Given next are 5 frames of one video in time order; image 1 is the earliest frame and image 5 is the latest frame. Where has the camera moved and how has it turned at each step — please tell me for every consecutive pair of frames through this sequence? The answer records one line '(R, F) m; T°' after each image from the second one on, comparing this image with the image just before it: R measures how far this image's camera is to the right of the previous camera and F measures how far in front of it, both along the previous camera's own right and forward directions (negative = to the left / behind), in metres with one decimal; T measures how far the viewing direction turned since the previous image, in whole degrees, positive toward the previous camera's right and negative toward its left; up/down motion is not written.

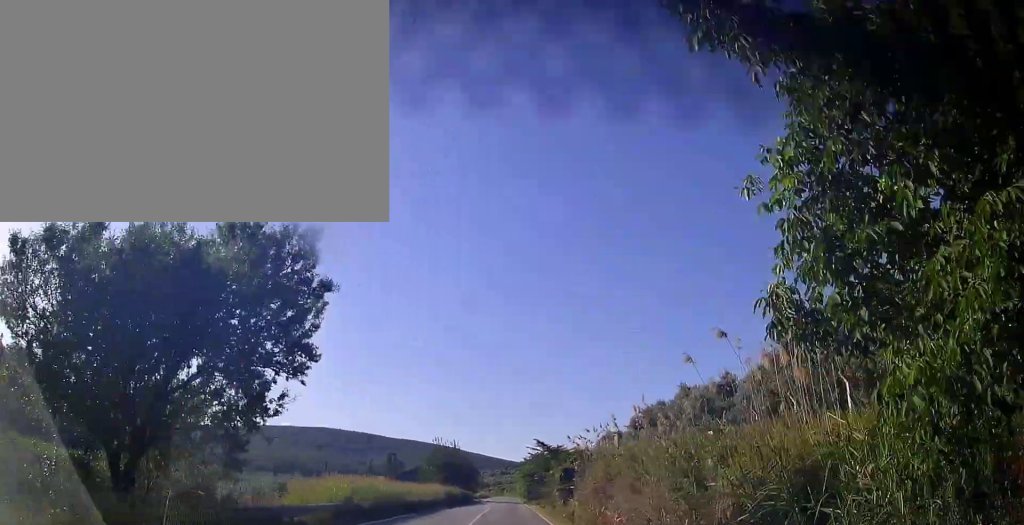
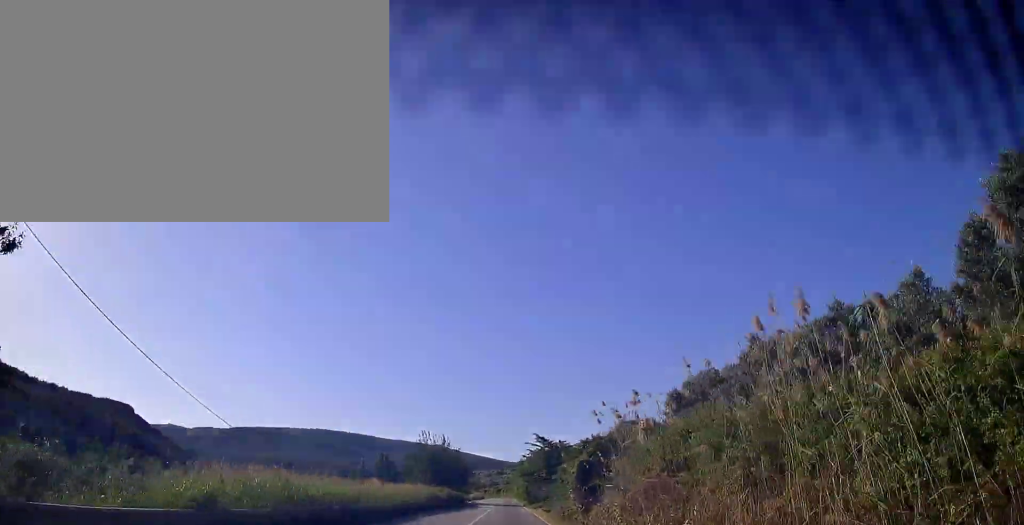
(+0.1, +10.4) m; +1°
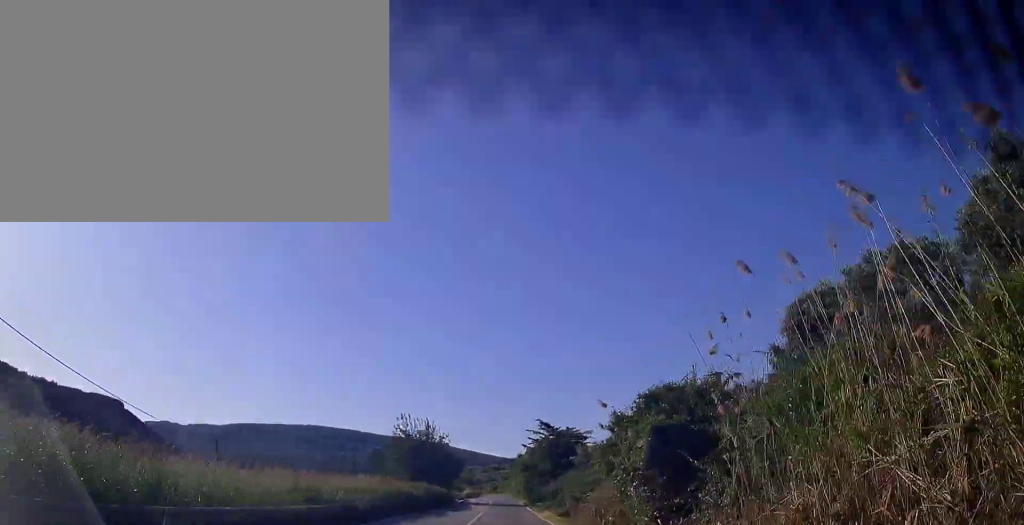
(+0.1, +14.3) m; 0°
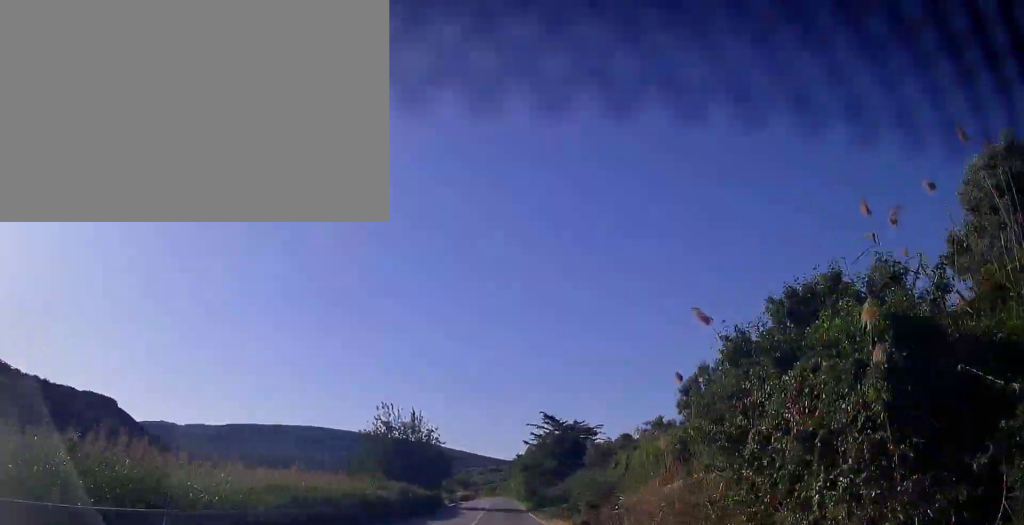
(0.0, +9.4) m; 0°
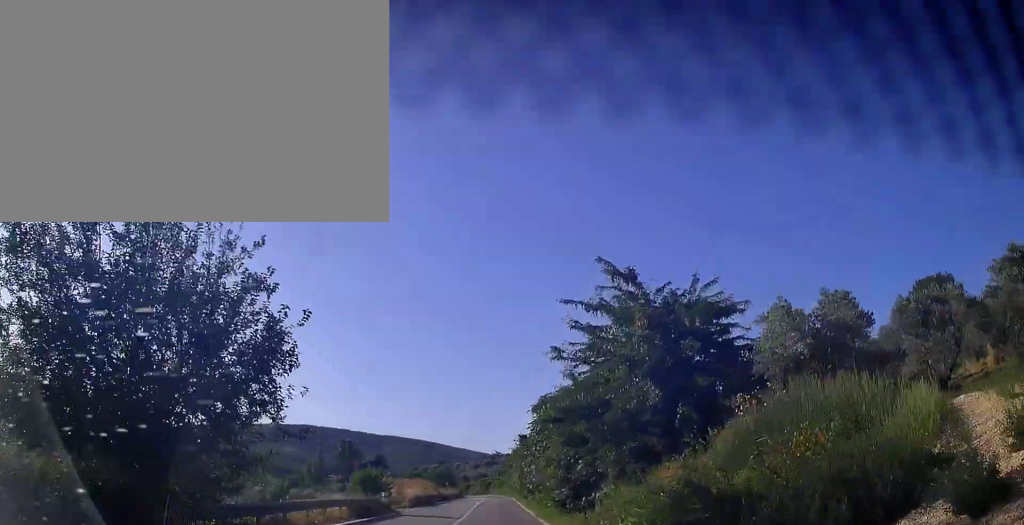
(+0.3, +42.0) m; +1°
